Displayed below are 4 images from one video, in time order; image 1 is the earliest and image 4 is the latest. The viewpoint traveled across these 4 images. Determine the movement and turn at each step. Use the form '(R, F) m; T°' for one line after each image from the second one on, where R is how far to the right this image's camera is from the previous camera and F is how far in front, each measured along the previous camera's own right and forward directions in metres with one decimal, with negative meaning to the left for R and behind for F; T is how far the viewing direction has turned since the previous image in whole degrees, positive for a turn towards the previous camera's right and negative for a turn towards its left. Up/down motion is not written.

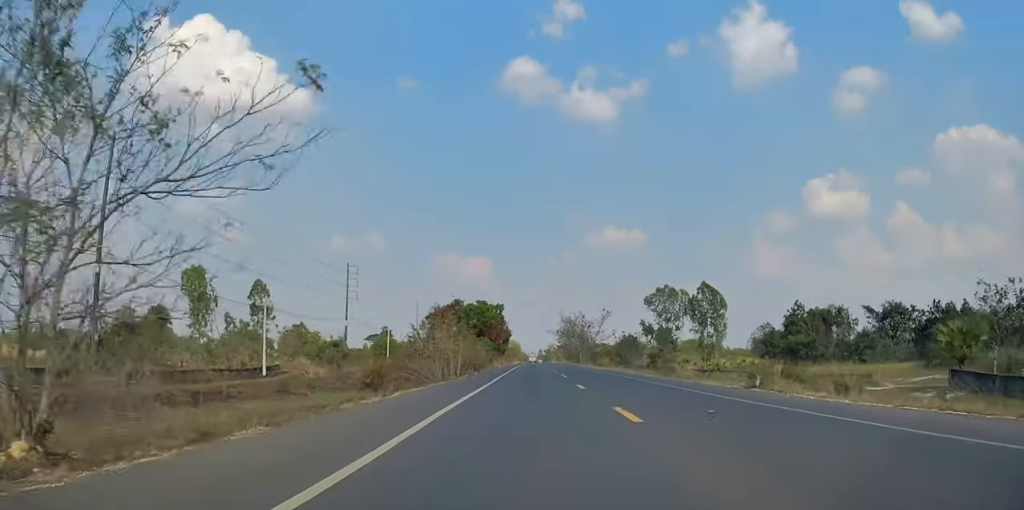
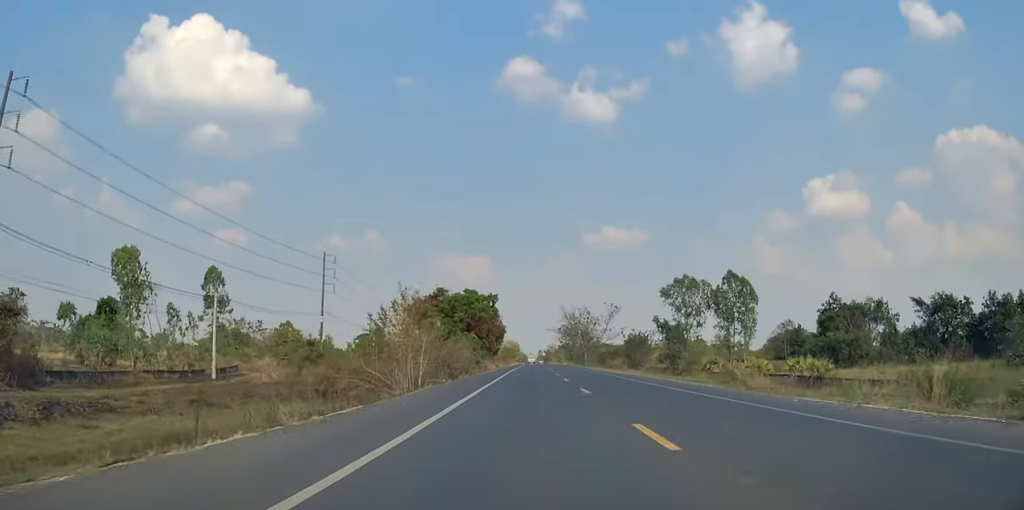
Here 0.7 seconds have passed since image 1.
(-0.1, +13.7) m; 0°
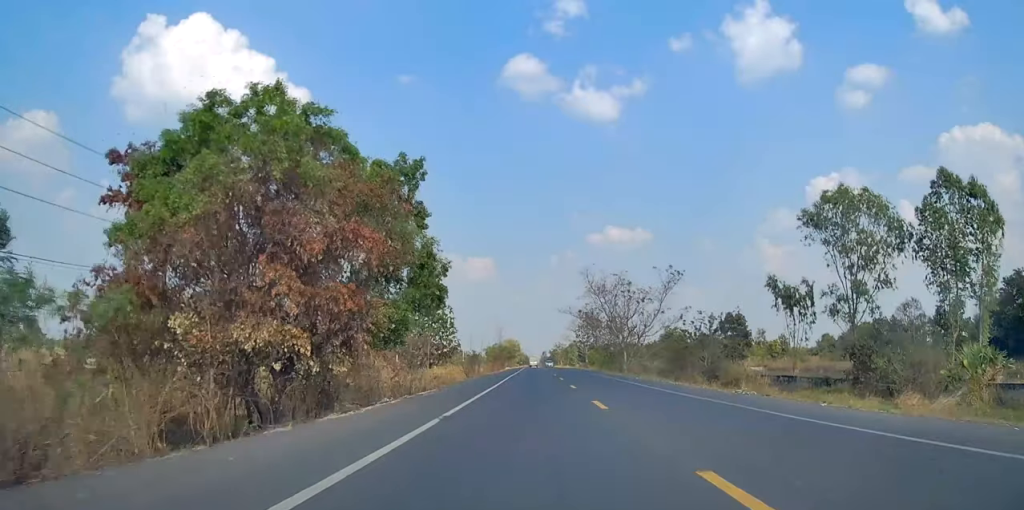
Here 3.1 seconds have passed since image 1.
(+0.3, +52.0) m; 0°
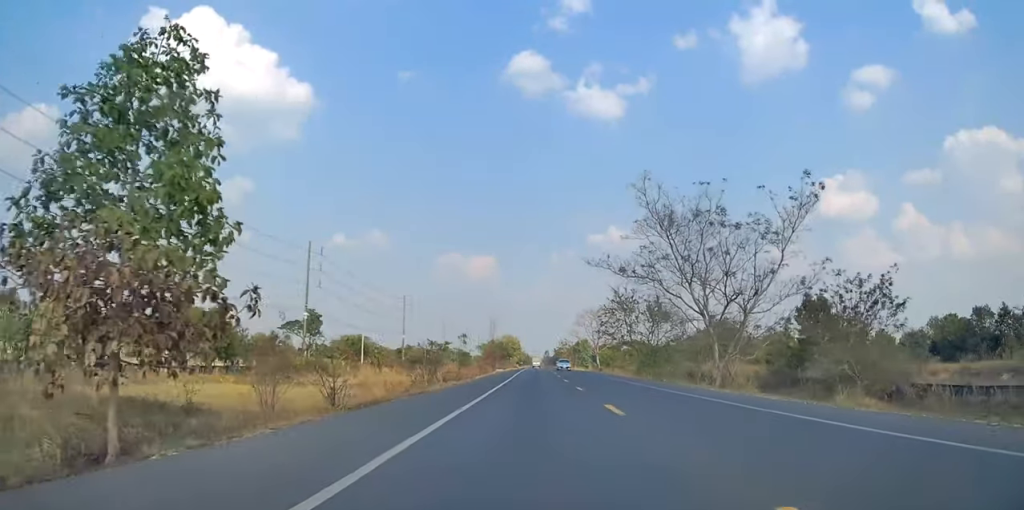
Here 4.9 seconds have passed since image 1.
(-0.2, +37.2) m; 0°
